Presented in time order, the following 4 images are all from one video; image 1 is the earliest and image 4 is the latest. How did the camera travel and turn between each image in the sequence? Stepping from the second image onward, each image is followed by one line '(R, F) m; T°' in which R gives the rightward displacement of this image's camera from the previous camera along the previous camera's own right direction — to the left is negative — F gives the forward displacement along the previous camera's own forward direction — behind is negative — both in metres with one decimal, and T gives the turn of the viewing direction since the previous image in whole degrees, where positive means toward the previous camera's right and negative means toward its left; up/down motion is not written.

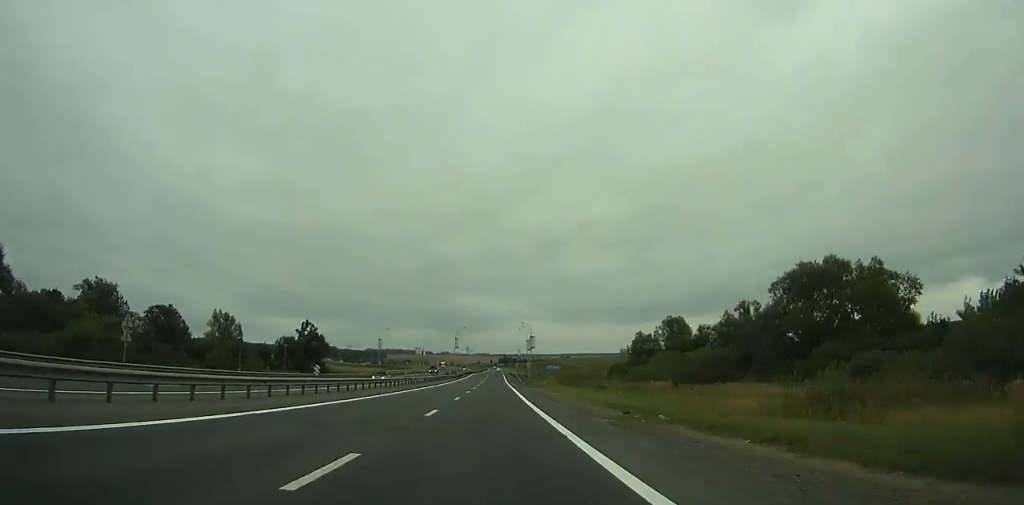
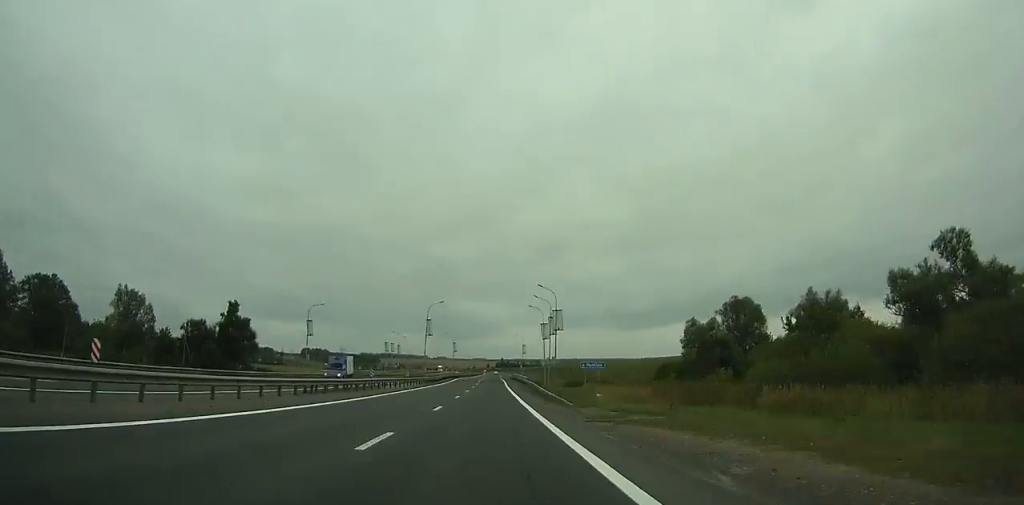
(0.0, +41.4) m; 0°
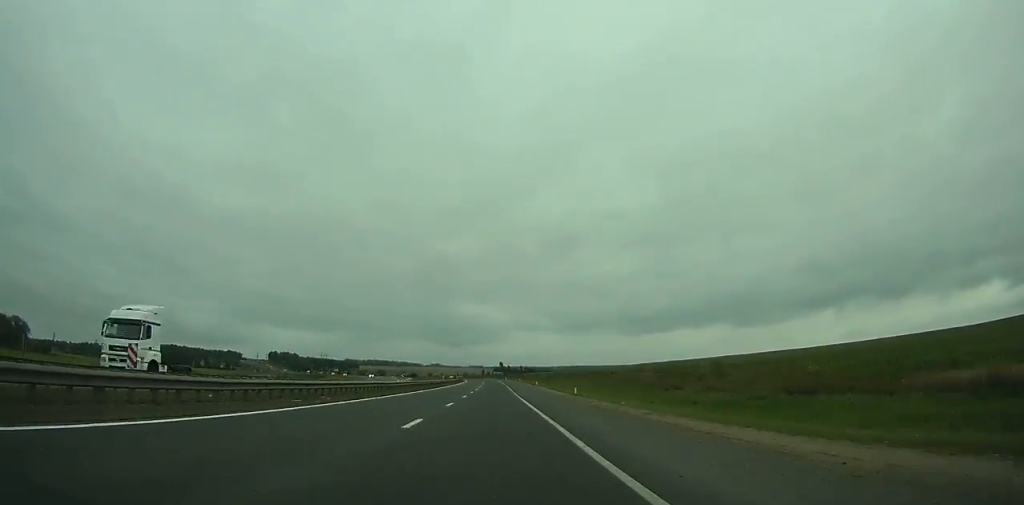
(+0.3, +176.6) m; 0°
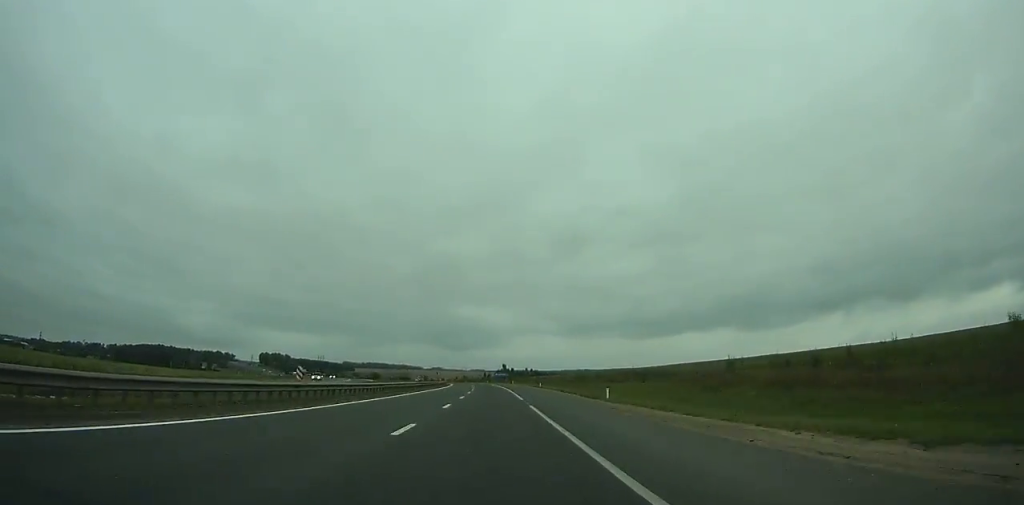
(0.0, +61.6) m; 0°
